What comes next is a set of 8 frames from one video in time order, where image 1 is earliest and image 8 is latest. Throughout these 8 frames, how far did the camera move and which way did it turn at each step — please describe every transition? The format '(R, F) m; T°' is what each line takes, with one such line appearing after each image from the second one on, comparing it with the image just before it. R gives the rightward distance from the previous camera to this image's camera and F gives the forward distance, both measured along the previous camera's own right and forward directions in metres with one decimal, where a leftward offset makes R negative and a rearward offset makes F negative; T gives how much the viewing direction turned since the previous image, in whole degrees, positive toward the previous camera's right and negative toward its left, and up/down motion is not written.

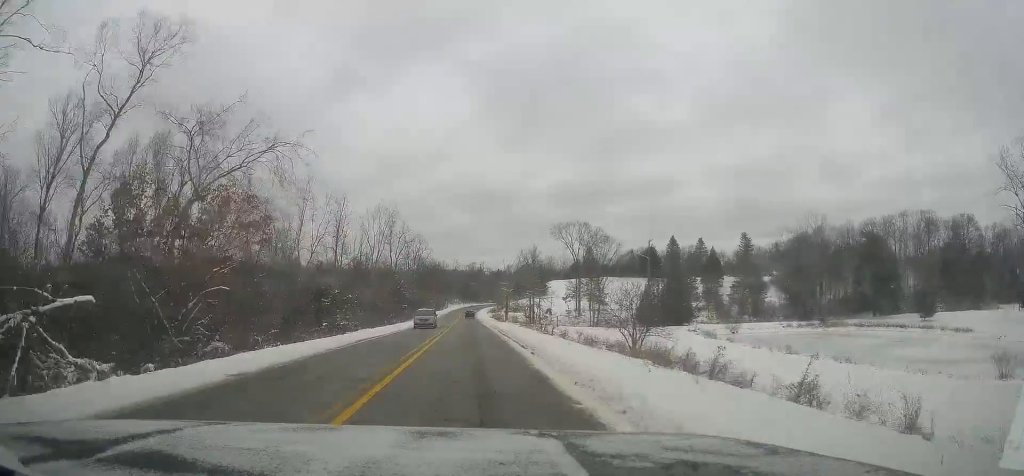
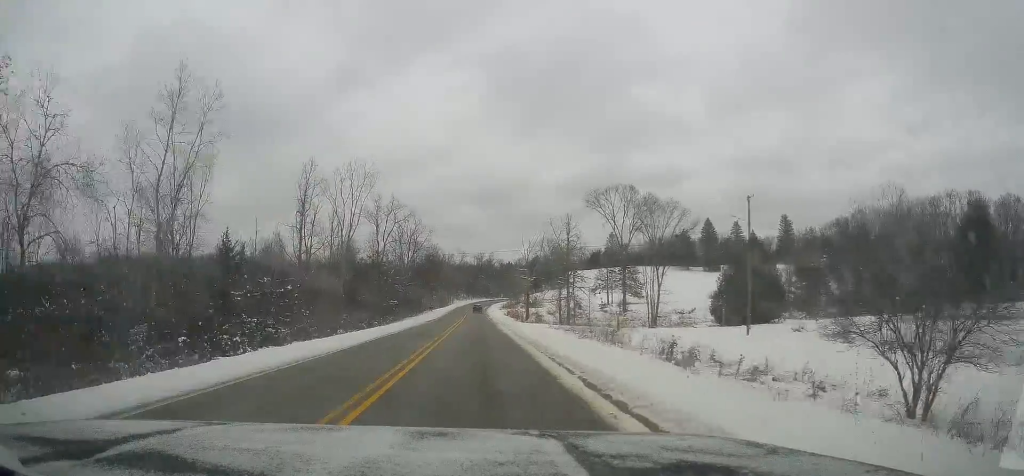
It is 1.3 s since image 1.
(0.0, +27.1) m; 0°
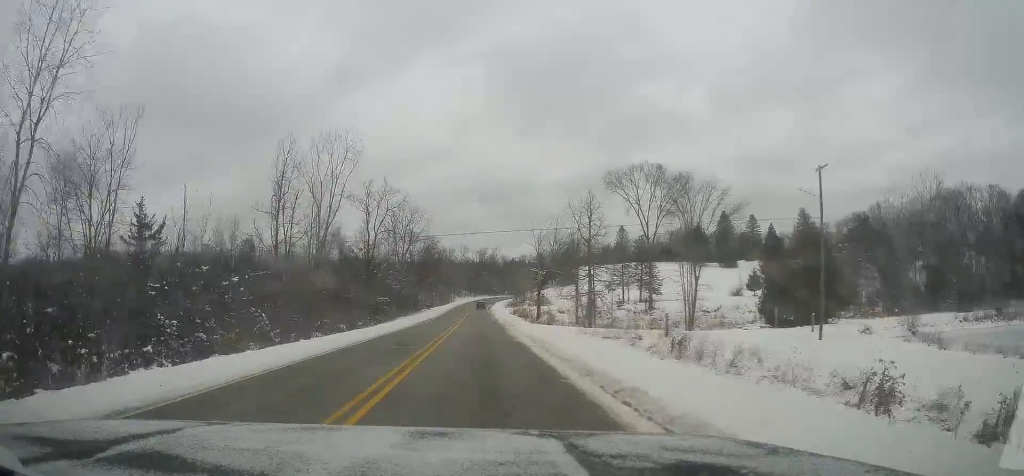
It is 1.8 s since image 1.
(0.0, +11.4) m; -1°
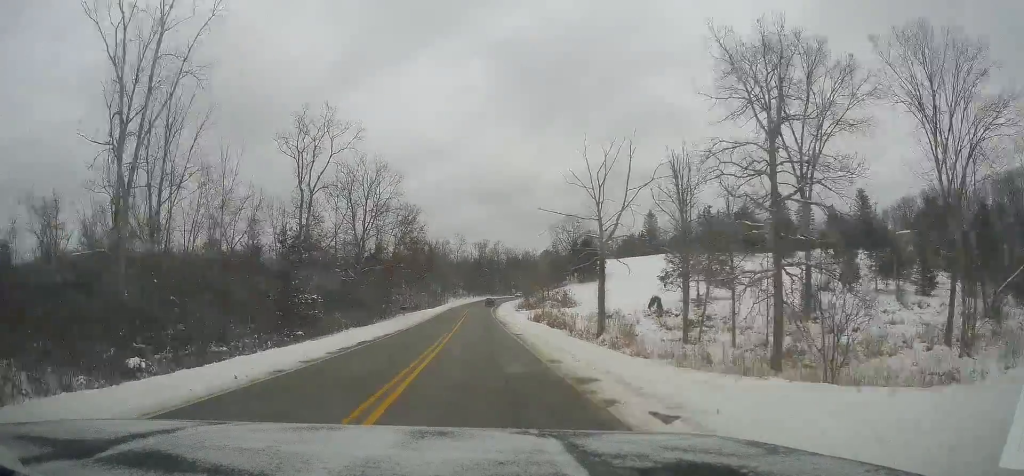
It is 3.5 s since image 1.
(-0.9, +35.5) m; -3°
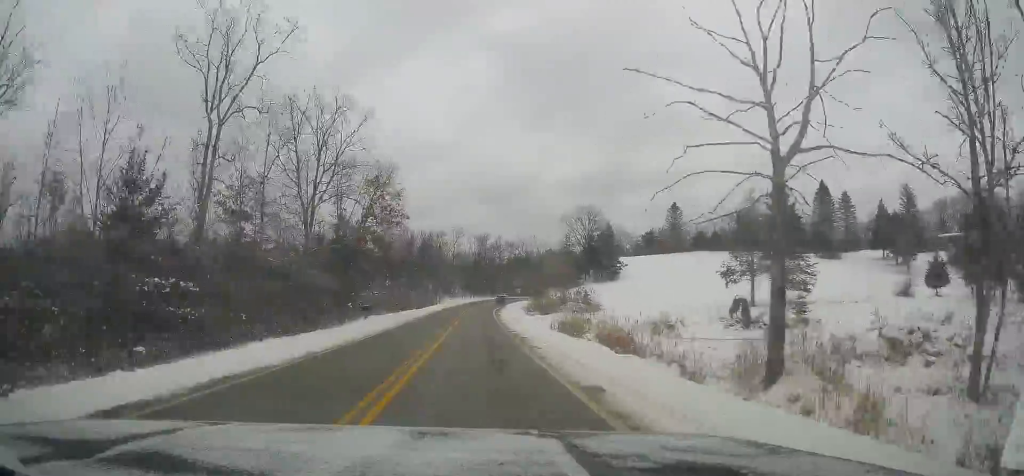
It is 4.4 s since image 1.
(-0.2, +21.2) m; 0°
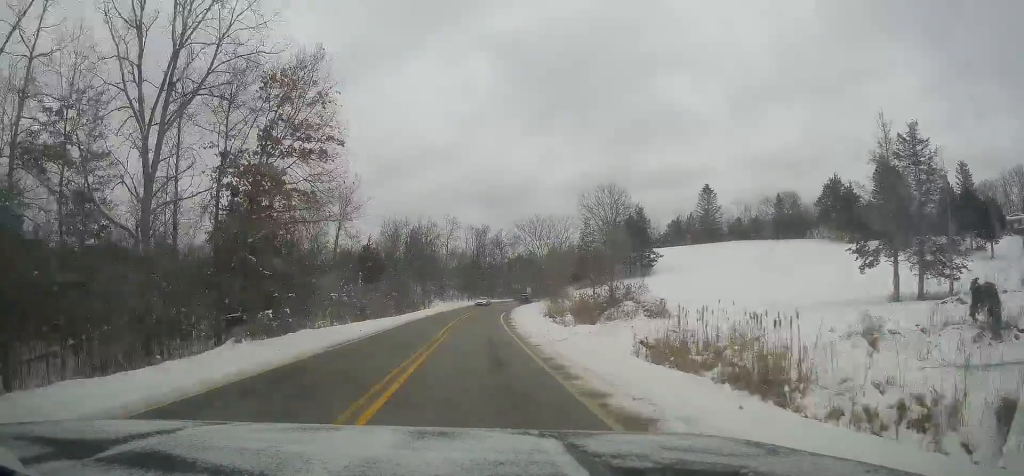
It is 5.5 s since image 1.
(+0.2, +23.9) m; +2°
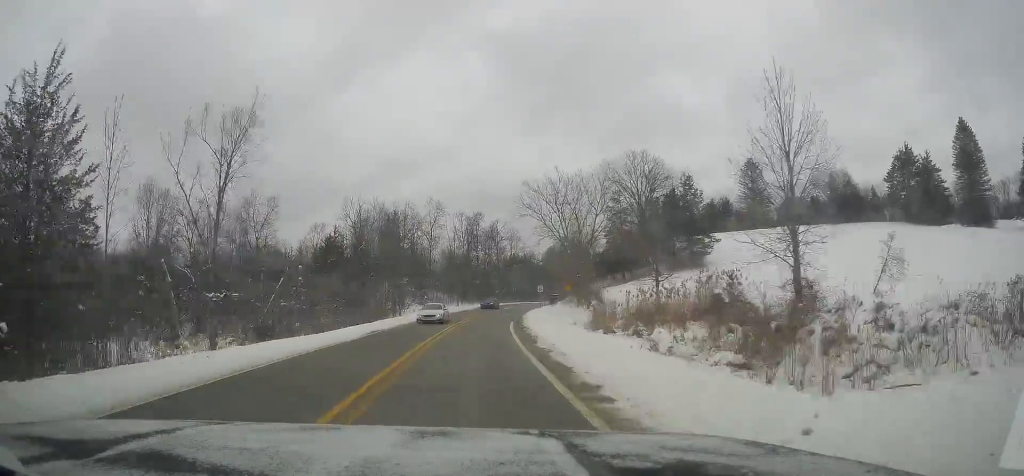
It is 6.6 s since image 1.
(+0.5, +25.7) m; +2°
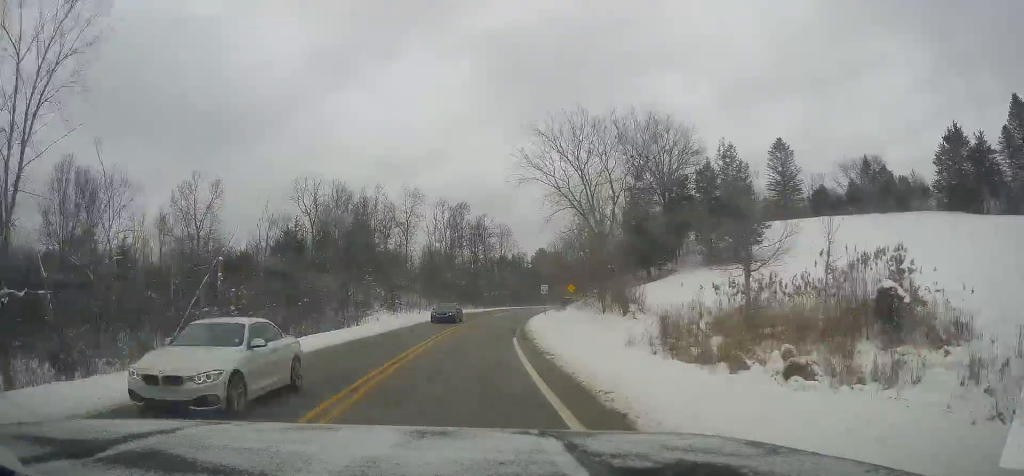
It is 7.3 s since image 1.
(+0.1, +15.8) m; 0°
